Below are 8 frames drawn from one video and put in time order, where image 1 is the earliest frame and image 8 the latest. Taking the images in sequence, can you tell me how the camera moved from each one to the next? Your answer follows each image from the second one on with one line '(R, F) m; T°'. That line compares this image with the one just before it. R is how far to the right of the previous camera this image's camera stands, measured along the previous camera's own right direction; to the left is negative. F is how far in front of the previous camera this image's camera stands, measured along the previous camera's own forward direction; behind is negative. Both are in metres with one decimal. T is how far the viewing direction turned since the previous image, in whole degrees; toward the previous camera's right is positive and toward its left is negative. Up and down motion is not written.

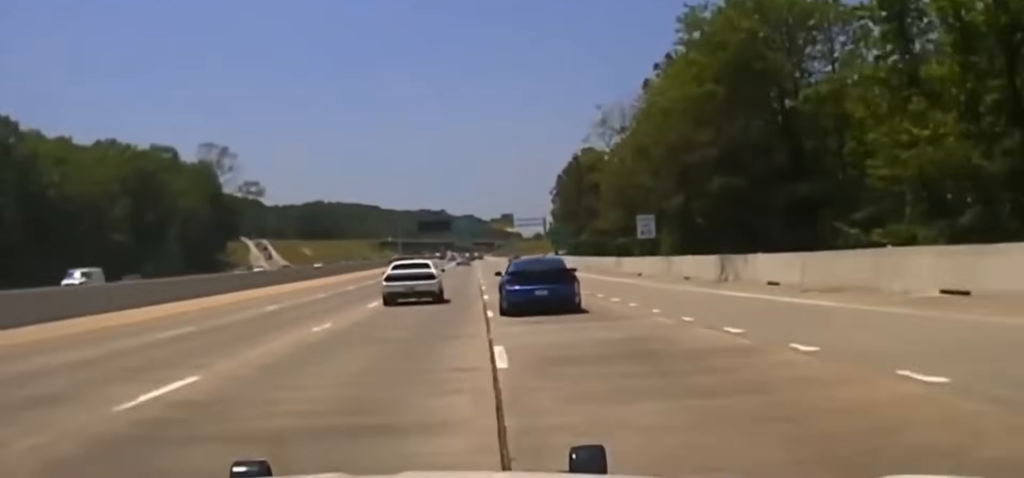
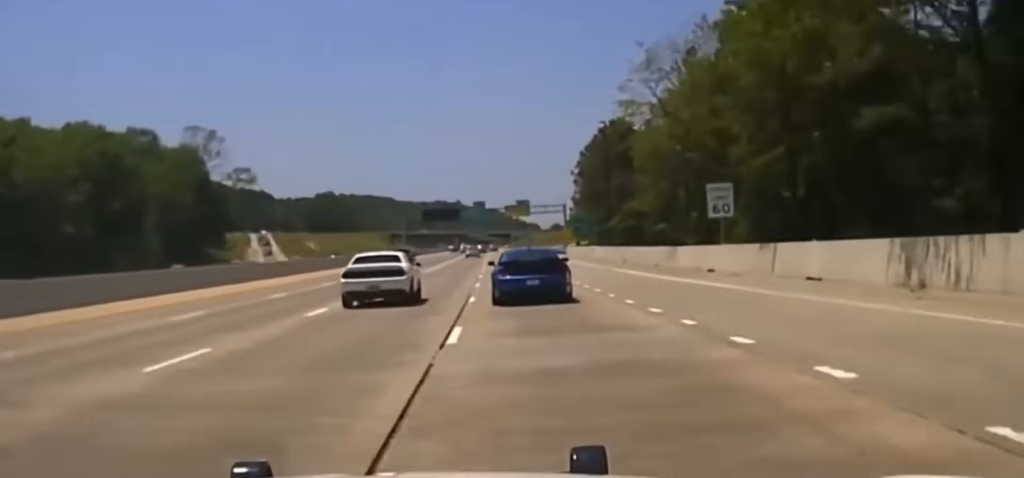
(-0.2, +20.2) m; 0°
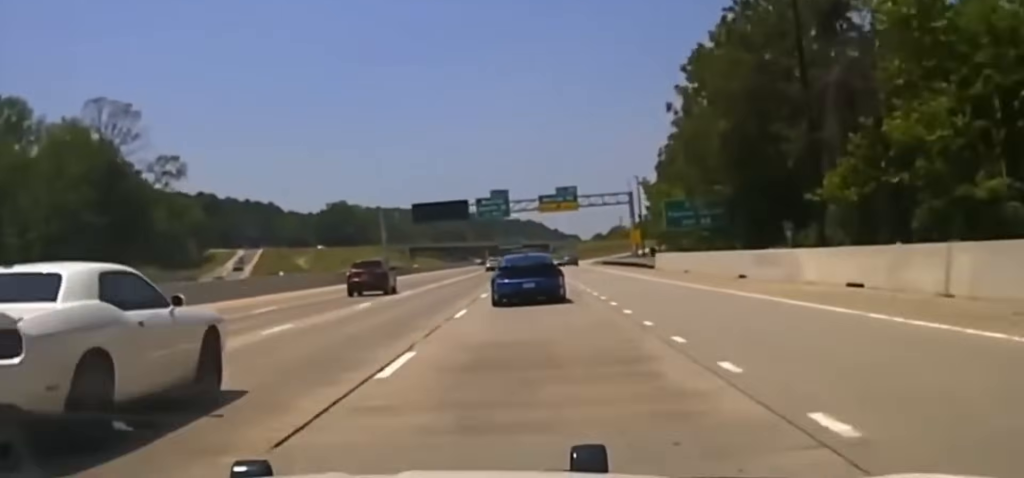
(-0.4, +59.1) m; -1°
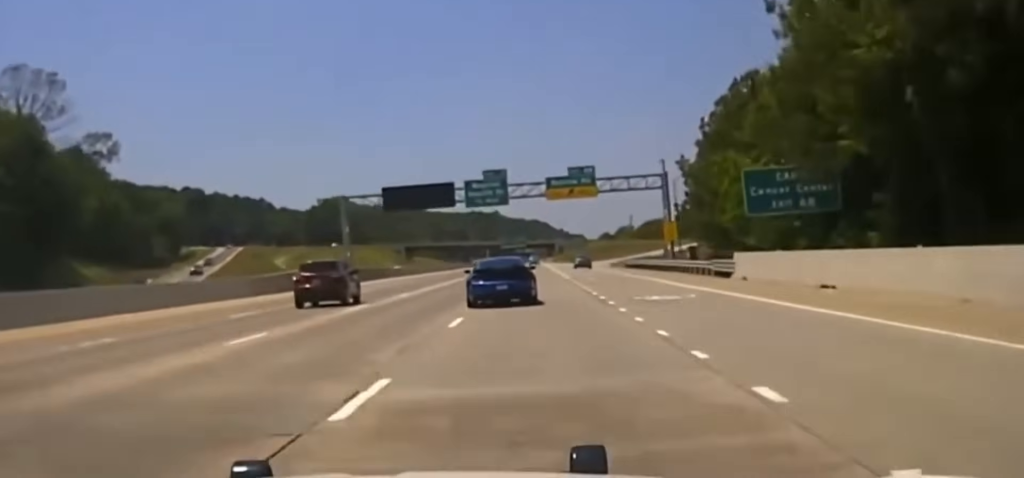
(0.0, +25.2) m; -1°
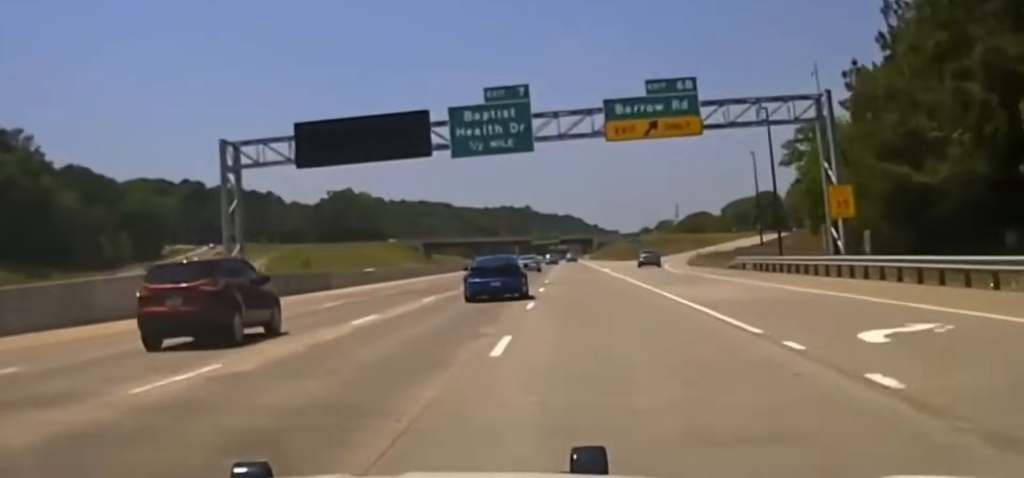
(-0.5, +47.3) m; -1°
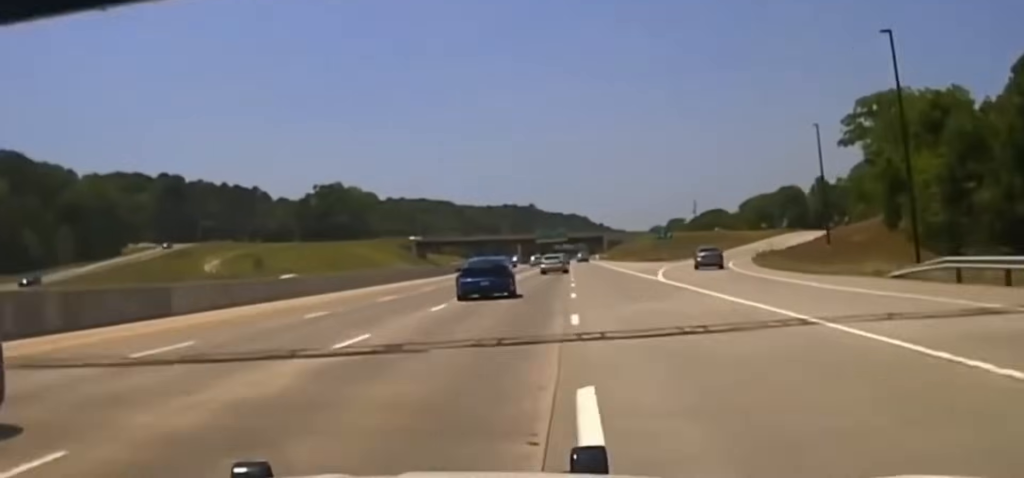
(-0.3, +33.0) m; -1°
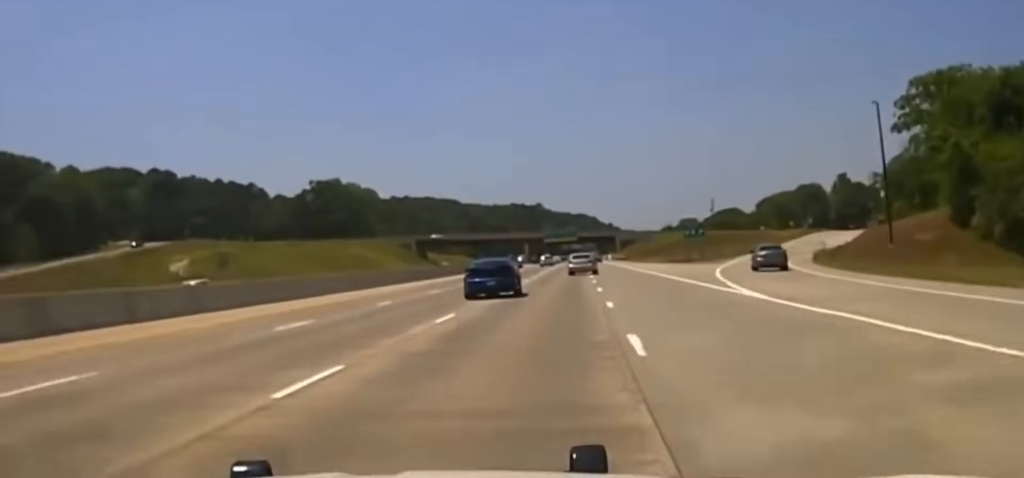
(-0.1, +23.9) m; 0°
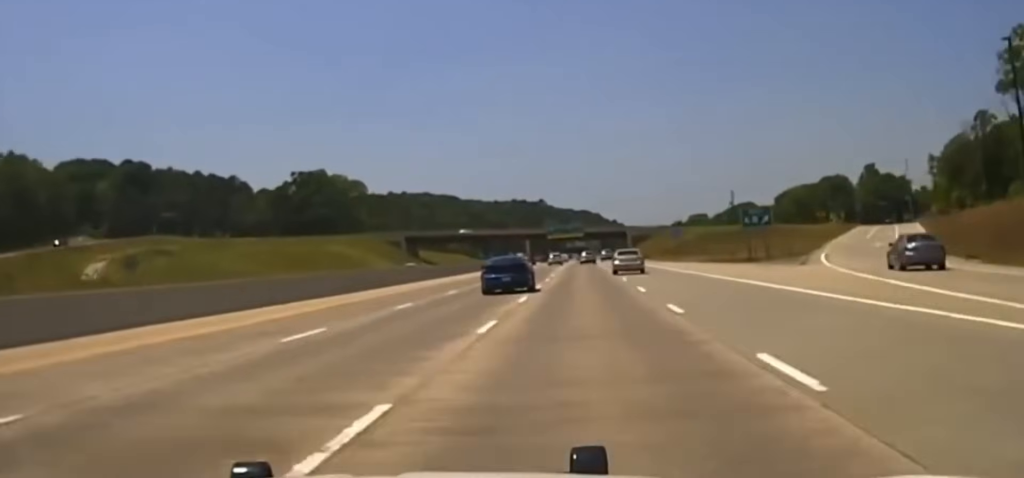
(-0.2, +34.3) m; 0°
